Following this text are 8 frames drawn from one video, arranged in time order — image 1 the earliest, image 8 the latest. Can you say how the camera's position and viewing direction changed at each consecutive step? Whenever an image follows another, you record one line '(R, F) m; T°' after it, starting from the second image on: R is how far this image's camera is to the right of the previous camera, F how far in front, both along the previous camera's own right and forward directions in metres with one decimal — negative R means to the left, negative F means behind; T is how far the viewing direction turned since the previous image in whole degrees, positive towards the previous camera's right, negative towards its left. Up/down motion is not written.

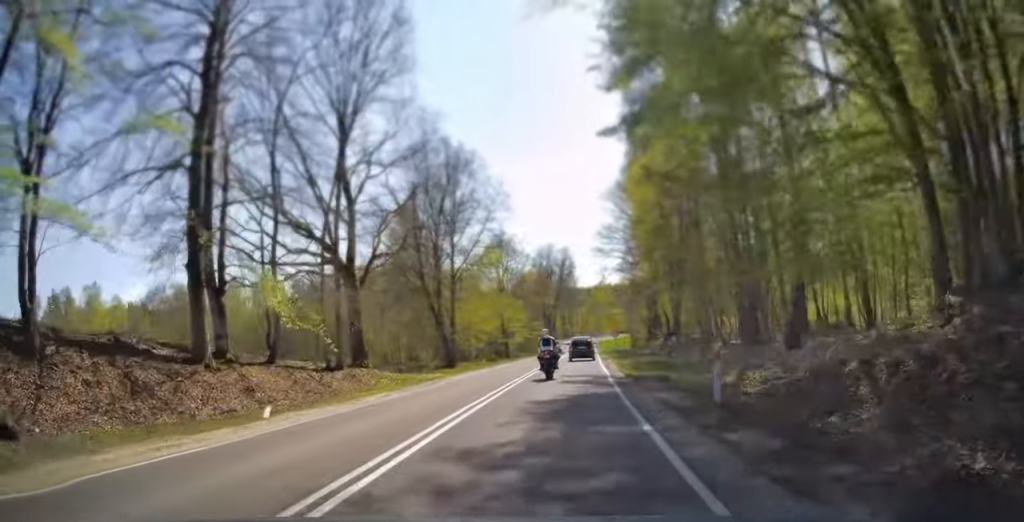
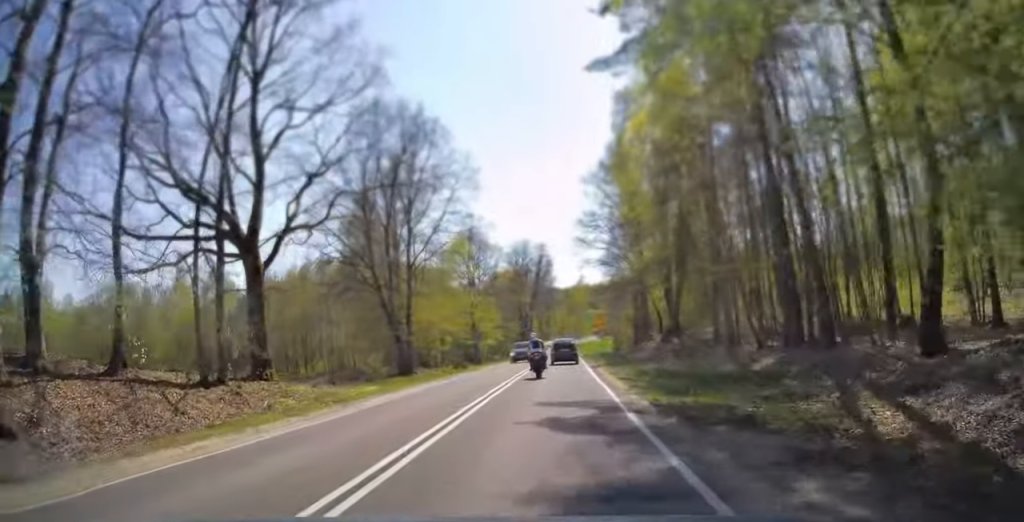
(+0.3, +8.9) m; +3°
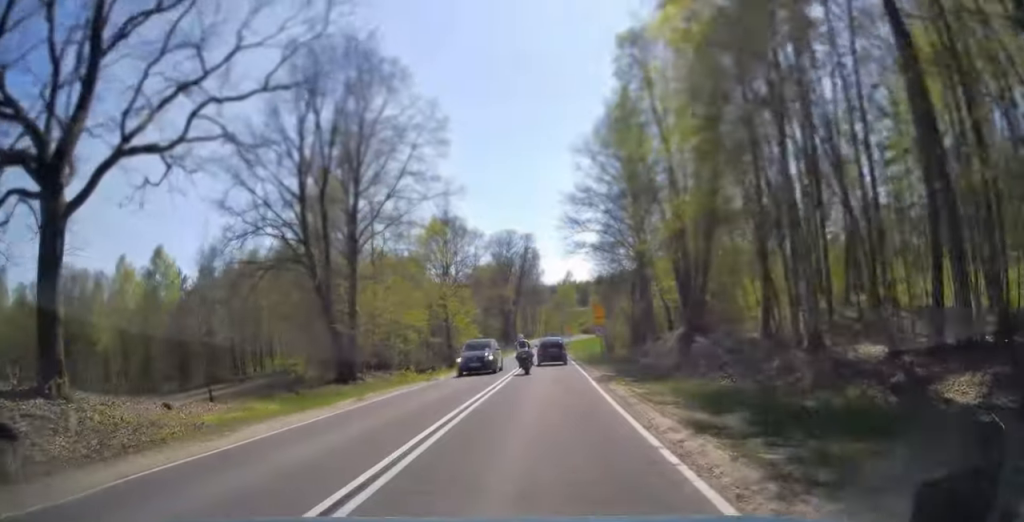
(+0.4, +10.7) m; +2°
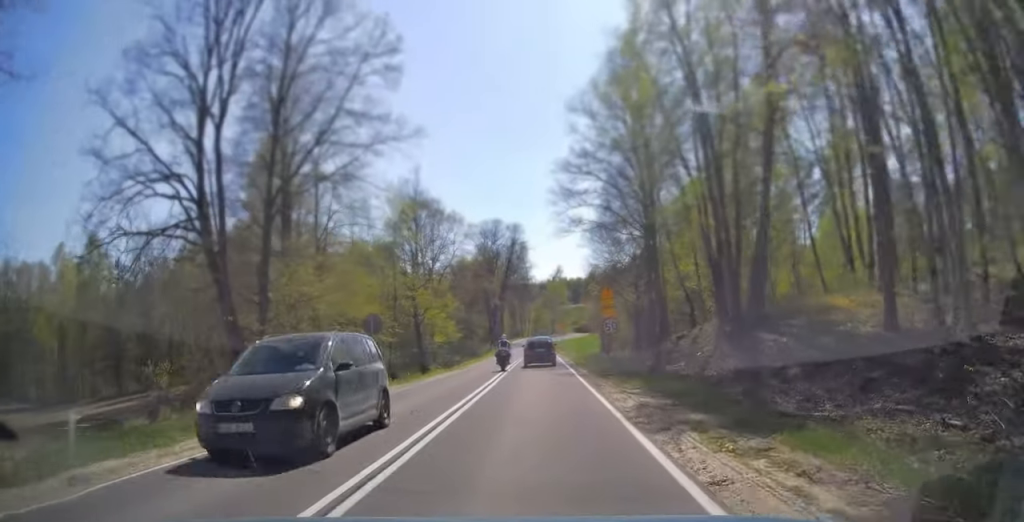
(0.0, +10.9) m; 0°
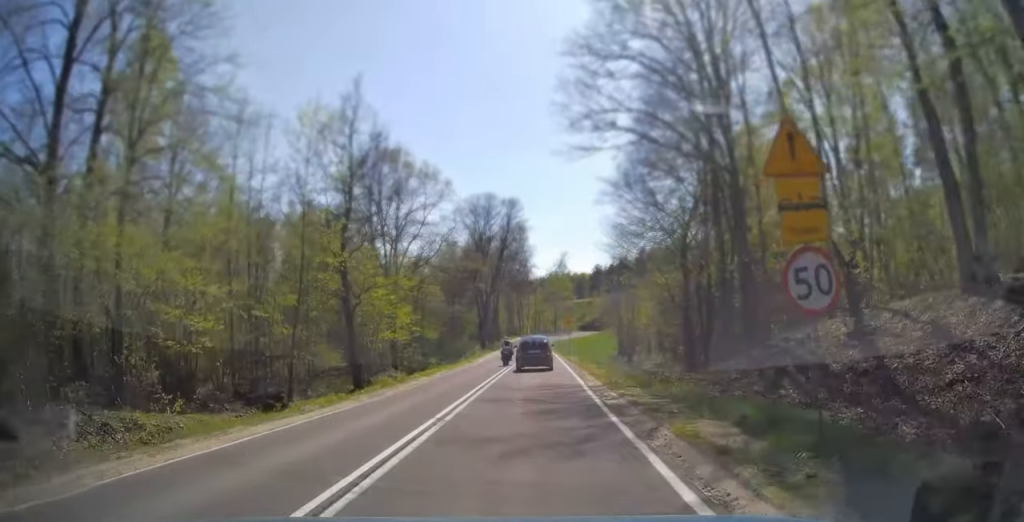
(-0.1, +20.7) m; 0°
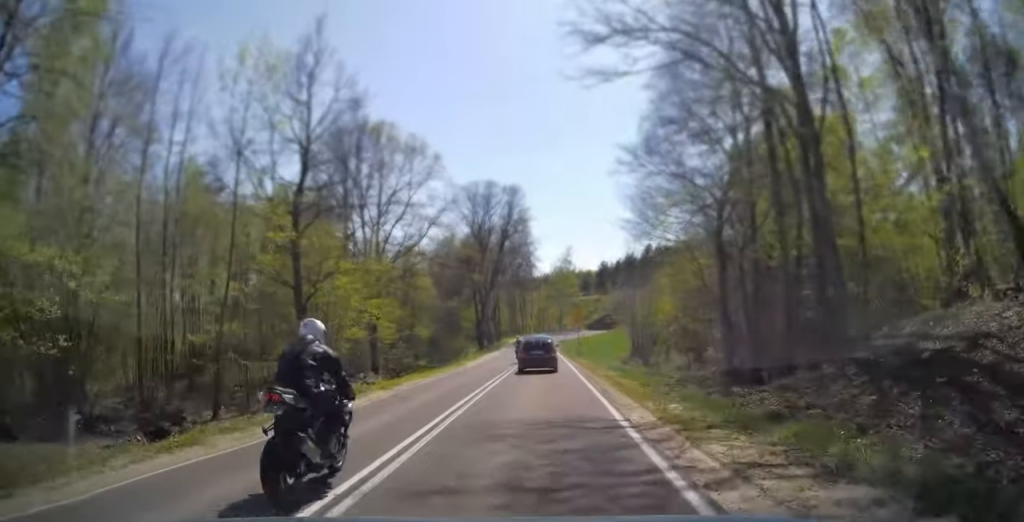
(0.0, +8.0) m; 0°
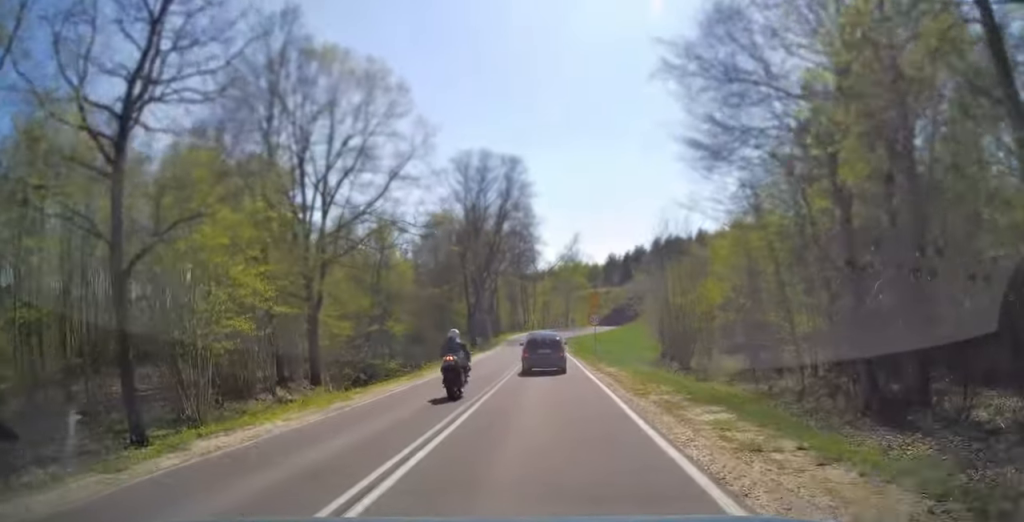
(+0.3, +13.7) m; +1°
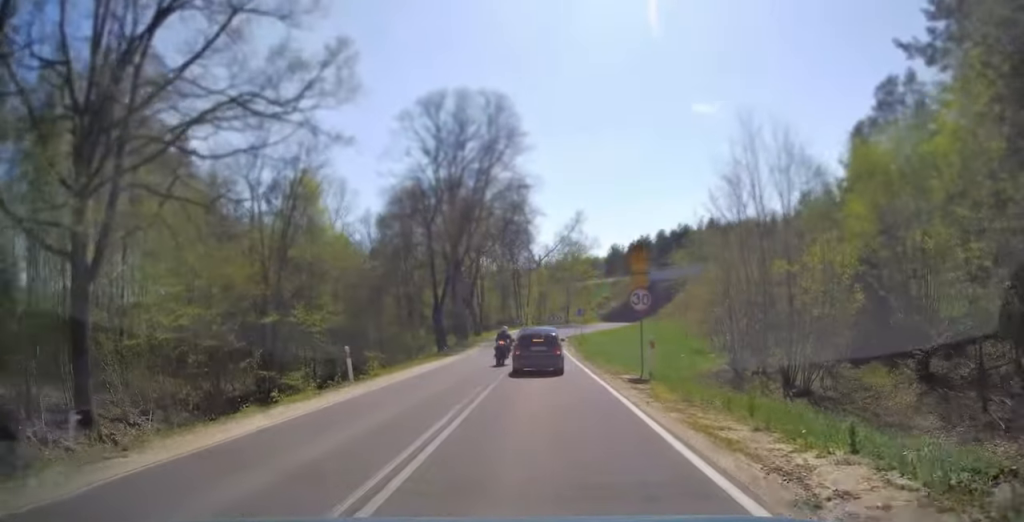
(-0.1, +18.9) m; -1°
